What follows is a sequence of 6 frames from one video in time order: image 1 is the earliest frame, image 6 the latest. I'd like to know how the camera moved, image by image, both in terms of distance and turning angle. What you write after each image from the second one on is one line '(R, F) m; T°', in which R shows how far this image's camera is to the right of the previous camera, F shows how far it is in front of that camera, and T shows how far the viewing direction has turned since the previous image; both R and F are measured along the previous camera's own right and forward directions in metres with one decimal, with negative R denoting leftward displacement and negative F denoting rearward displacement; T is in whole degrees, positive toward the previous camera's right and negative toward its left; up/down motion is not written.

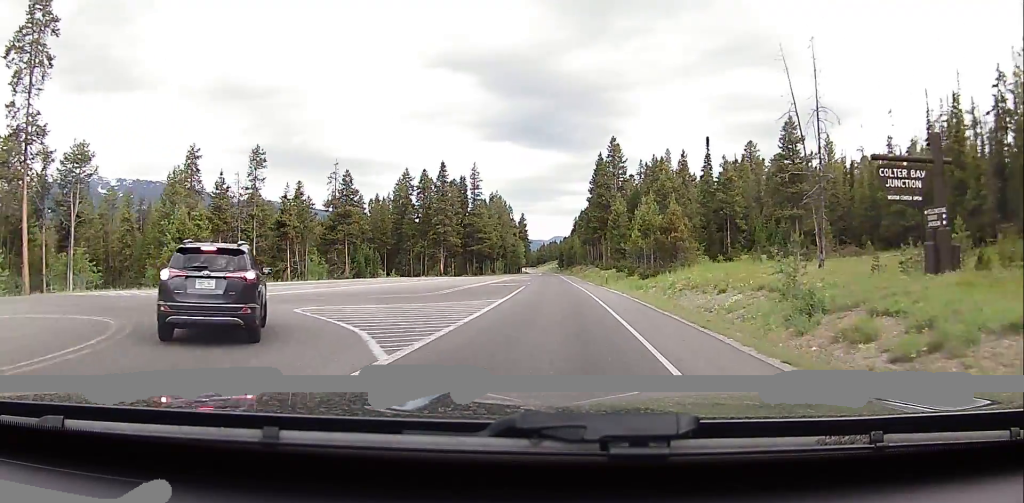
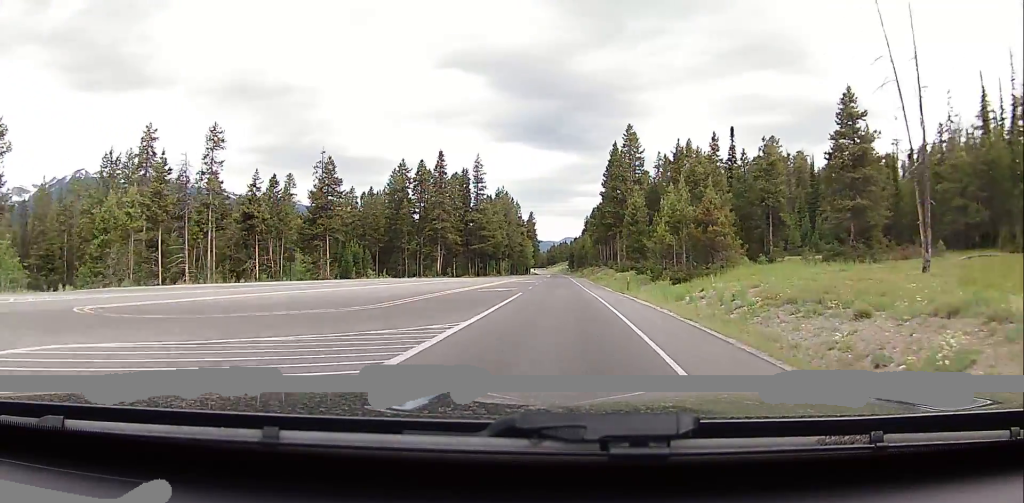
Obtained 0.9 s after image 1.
(0.0, +12.0) m; -1°
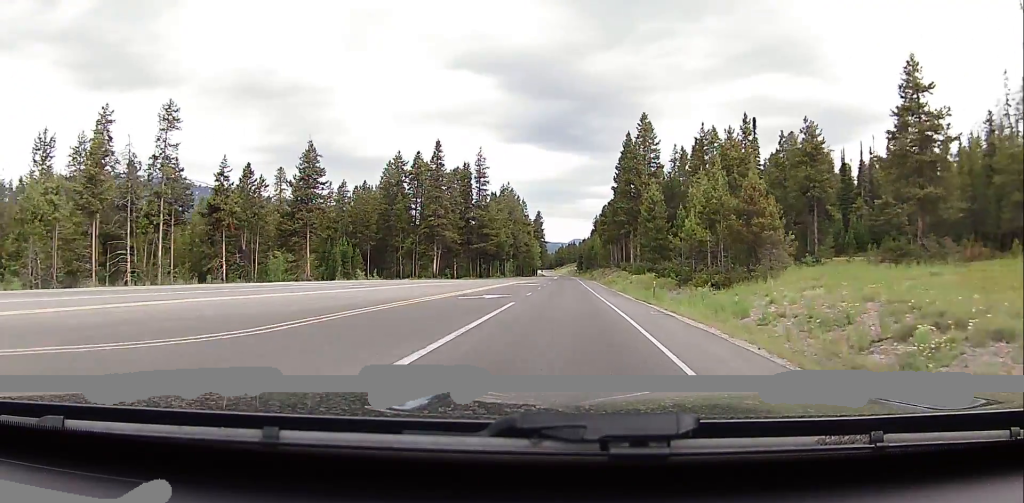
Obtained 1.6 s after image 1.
(-0.2, +9.4) m; -1°
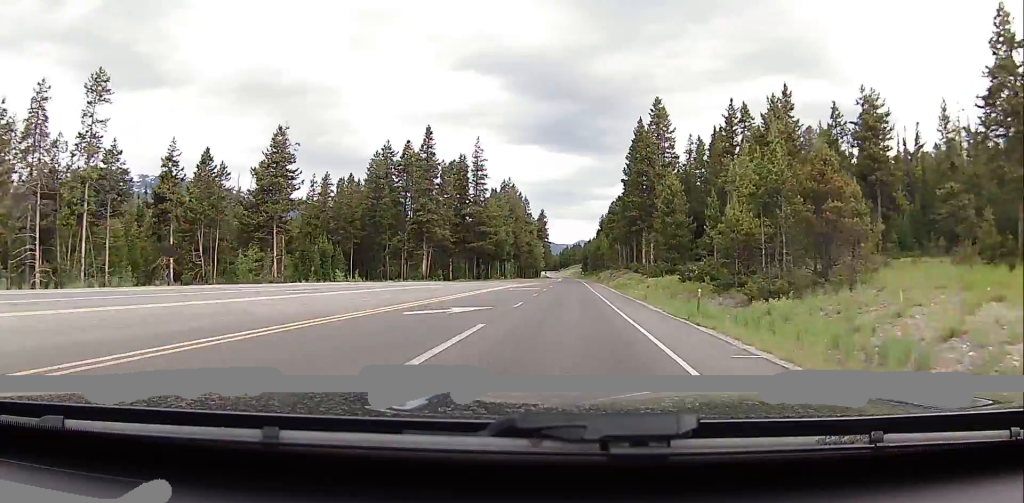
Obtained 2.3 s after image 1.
(-0.1, +10.3) m; -1°
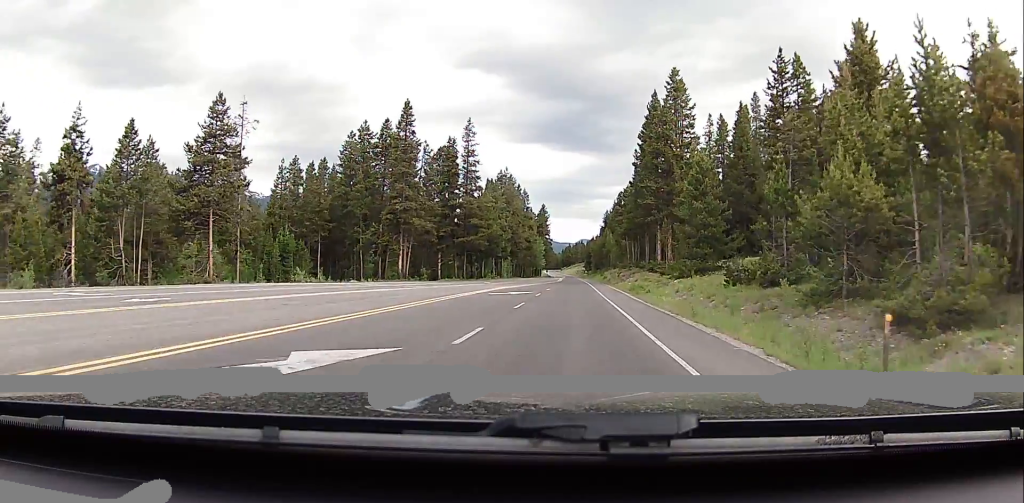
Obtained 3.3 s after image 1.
(0.0, +13.3) m; 0°
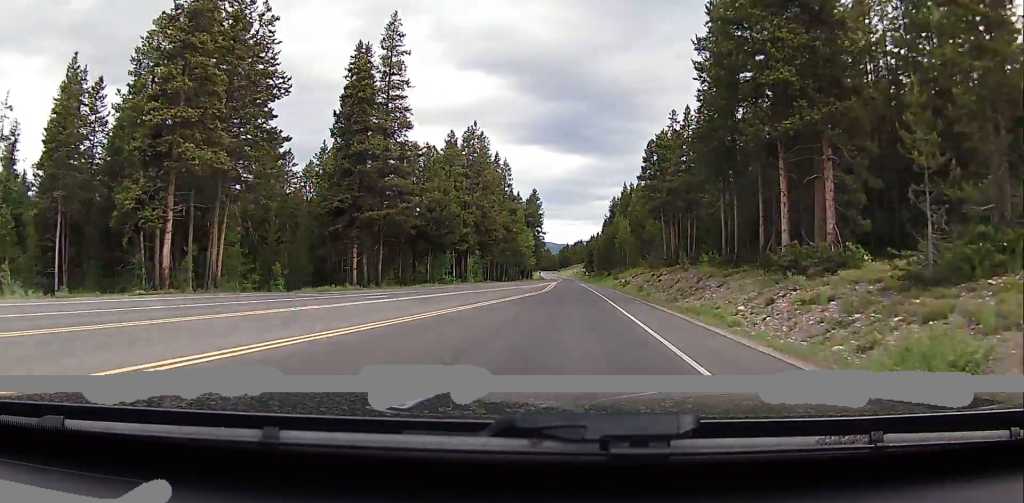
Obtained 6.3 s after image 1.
(+0.1, +44.8) m; 0°
